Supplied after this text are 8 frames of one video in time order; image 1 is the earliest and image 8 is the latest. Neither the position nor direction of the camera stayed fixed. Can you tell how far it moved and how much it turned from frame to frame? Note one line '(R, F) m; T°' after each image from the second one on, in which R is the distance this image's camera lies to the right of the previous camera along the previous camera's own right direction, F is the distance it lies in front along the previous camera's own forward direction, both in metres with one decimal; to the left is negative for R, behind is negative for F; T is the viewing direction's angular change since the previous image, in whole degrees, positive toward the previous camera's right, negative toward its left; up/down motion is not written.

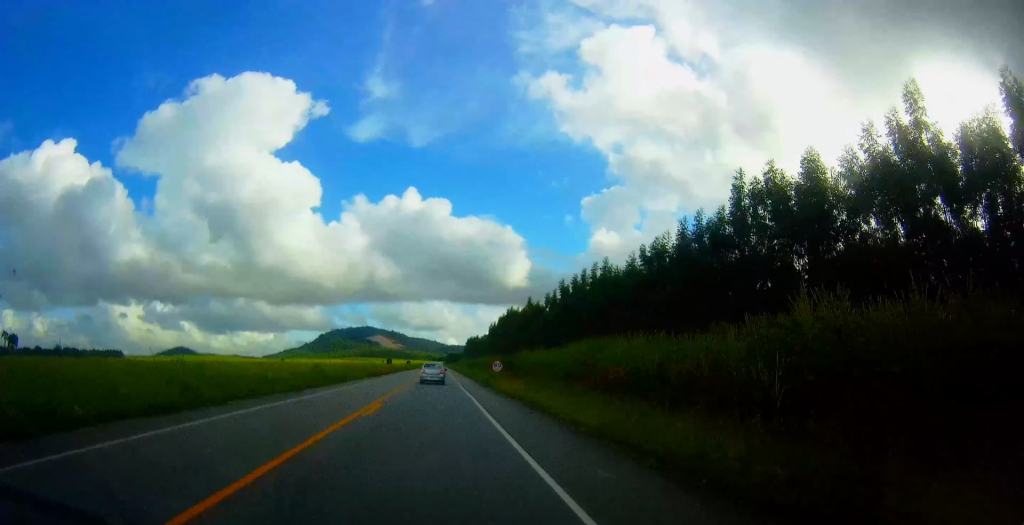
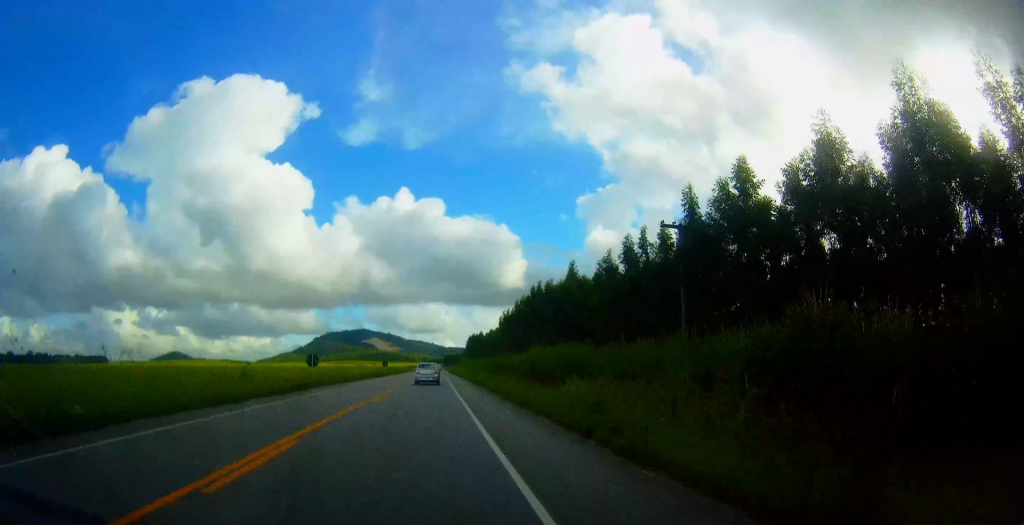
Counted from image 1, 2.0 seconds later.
(-0.2, +56.7) m; 0°
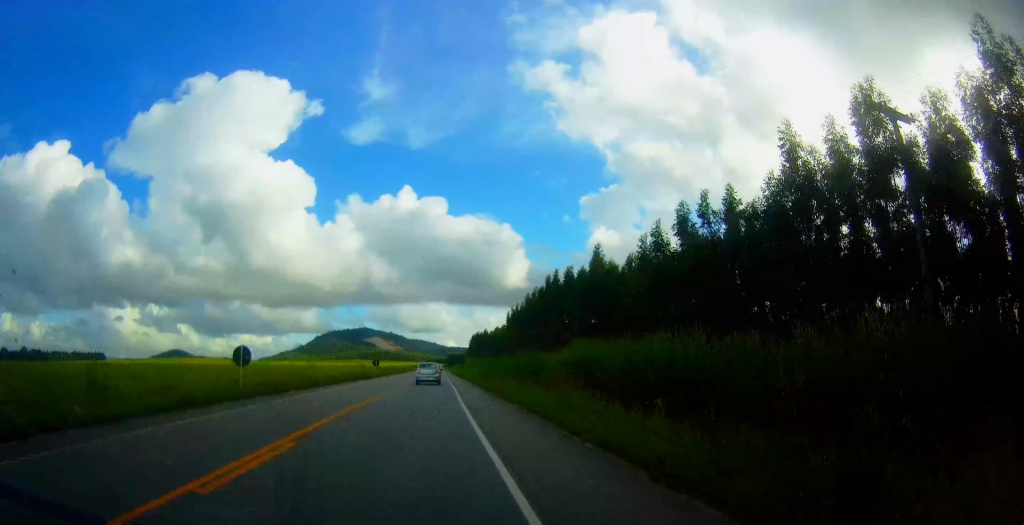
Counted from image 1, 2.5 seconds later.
(-0.1, +15.8) m; 0°
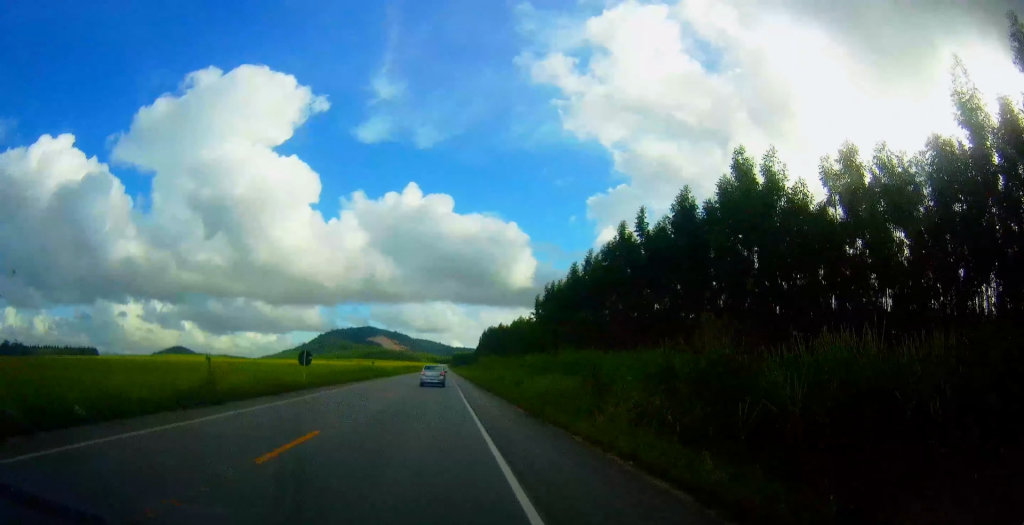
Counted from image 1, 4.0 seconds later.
(-0.5, +45.0) m; 0°
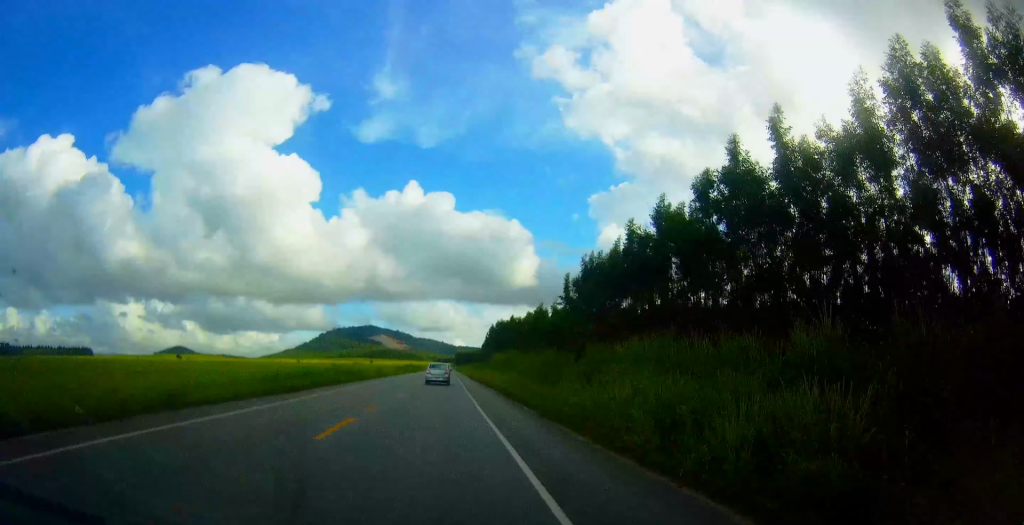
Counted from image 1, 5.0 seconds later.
(+0.3, +29.3) m; 0°
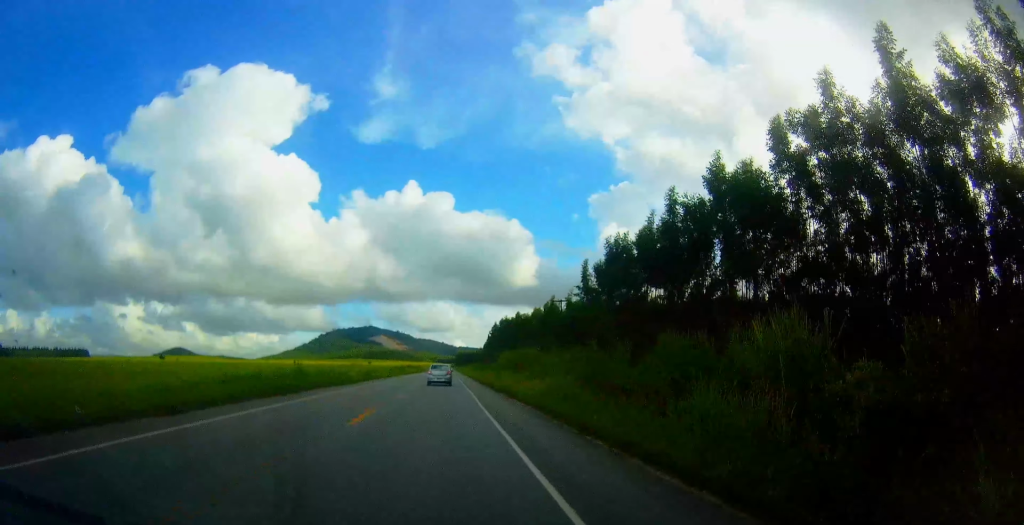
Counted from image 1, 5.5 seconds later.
(-0.1, +13.4) m; 0°
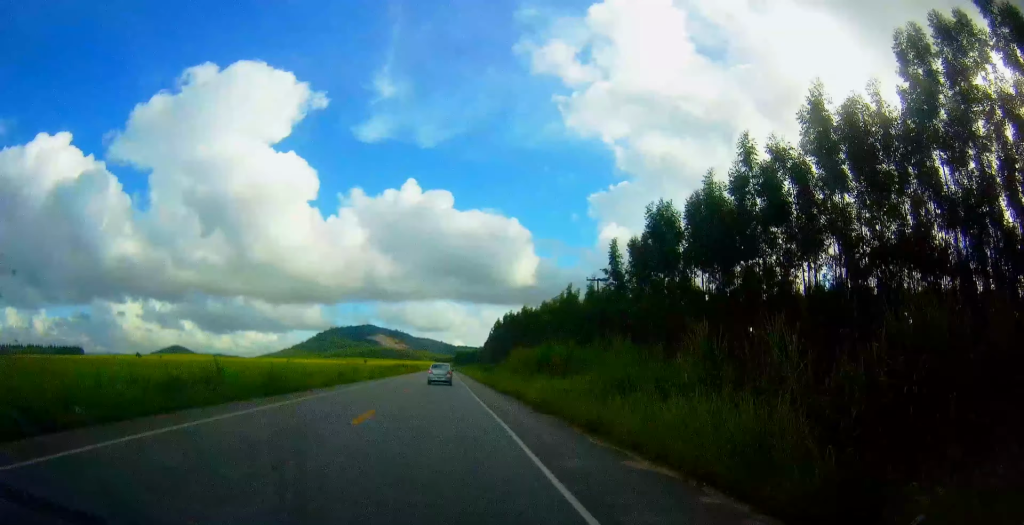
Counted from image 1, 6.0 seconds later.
(-0.1, +15.8) m; 0°
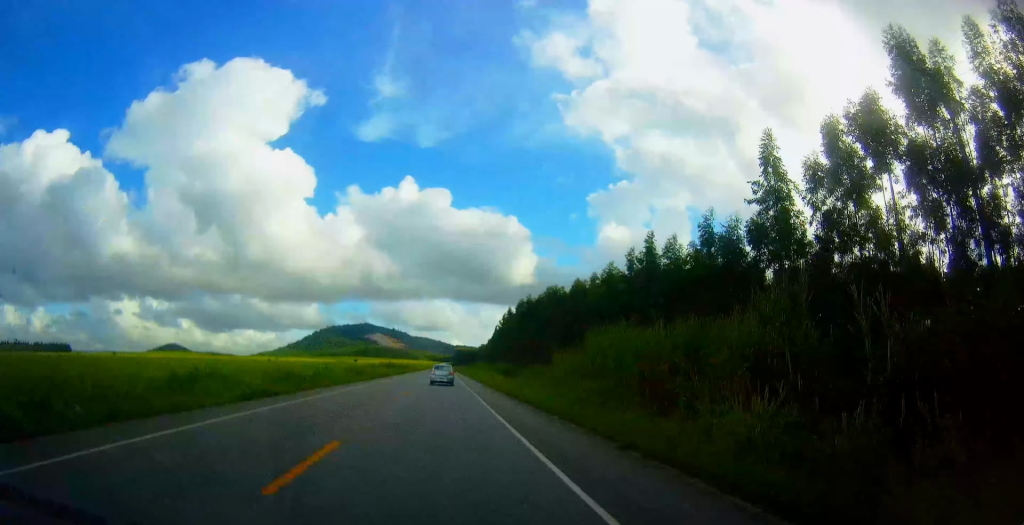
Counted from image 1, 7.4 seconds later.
(-0.1, +38.9) m; 0°
